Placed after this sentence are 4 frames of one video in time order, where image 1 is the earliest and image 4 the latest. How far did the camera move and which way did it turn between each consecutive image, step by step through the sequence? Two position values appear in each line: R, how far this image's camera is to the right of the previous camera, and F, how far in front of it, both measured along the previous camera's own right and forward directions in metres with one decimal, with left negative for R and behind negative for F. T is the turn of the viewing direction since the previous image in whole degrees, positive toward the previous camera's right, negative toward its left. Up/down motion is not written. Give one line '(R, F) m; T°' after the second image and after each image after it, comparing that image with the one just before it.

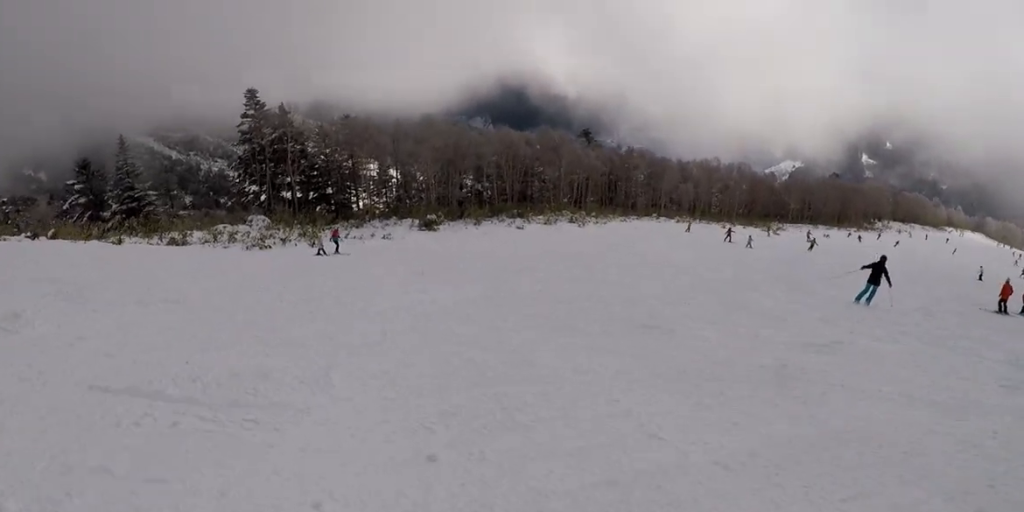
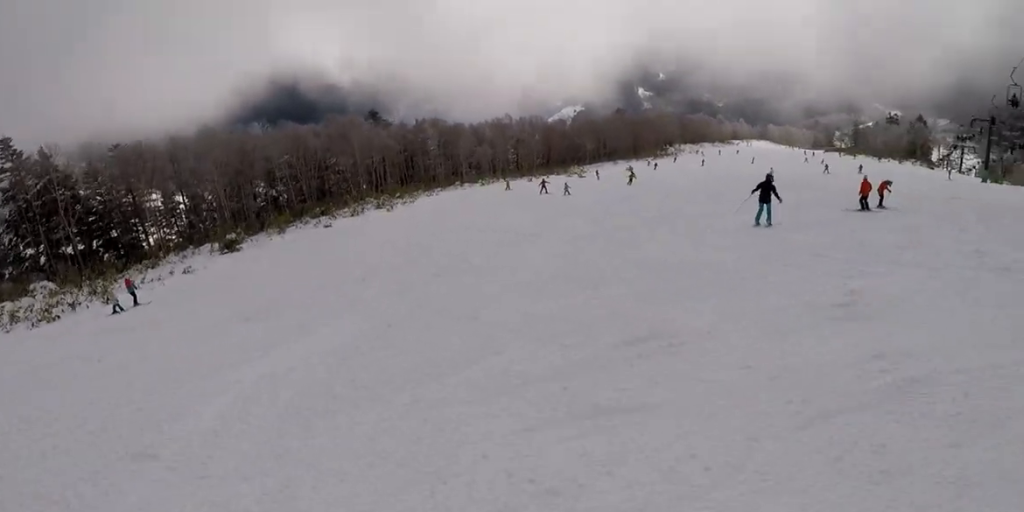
(+0.1, +3.8) m; +19°
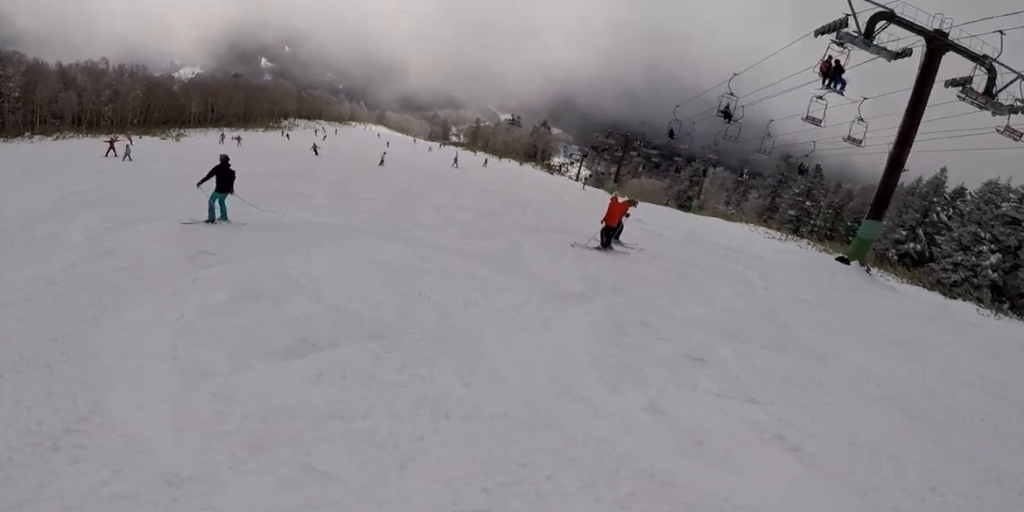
(+4.5, +12.3) m; +7°
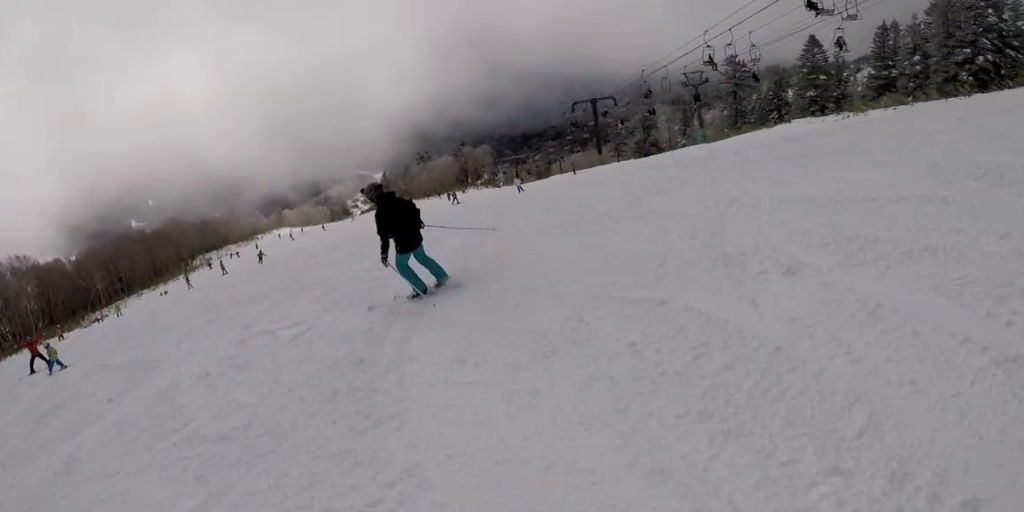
(-2.0, +20.2) m; +28°
